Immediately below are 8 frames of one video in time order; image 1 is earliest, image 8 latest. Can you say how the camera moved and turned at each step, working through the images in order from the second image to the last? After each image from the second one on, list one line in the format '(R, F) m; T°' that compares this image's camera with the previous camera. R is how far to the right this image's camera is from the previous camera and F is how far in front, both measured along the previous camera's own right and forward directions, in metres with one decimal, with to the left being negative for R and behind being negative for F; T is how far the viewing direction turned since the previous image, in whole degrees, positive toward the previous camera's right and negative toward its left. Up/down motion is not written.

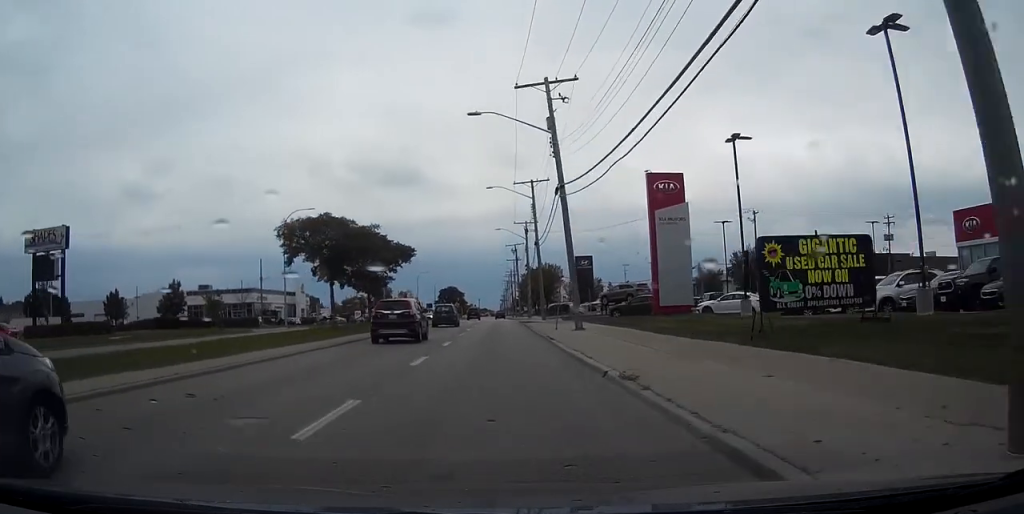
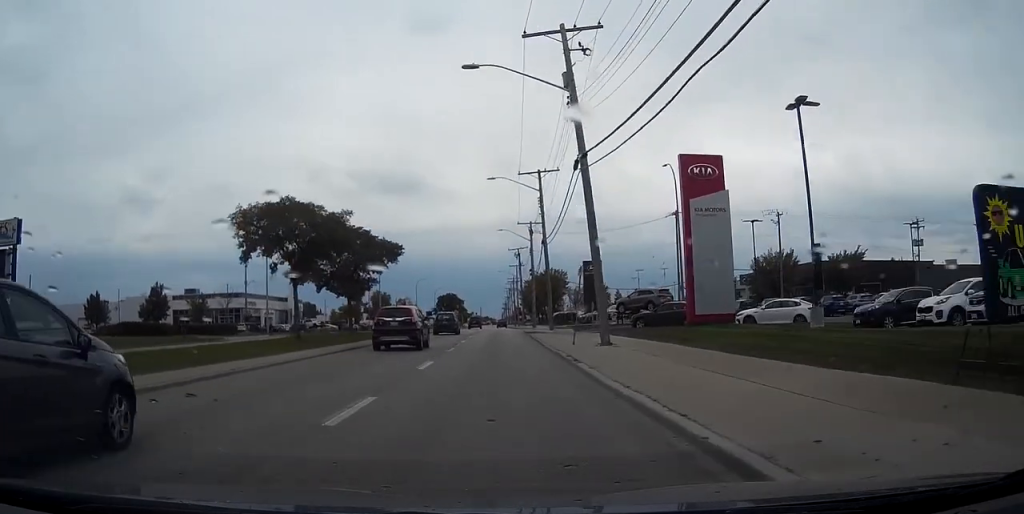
(0.0, +7.8) m; 0°
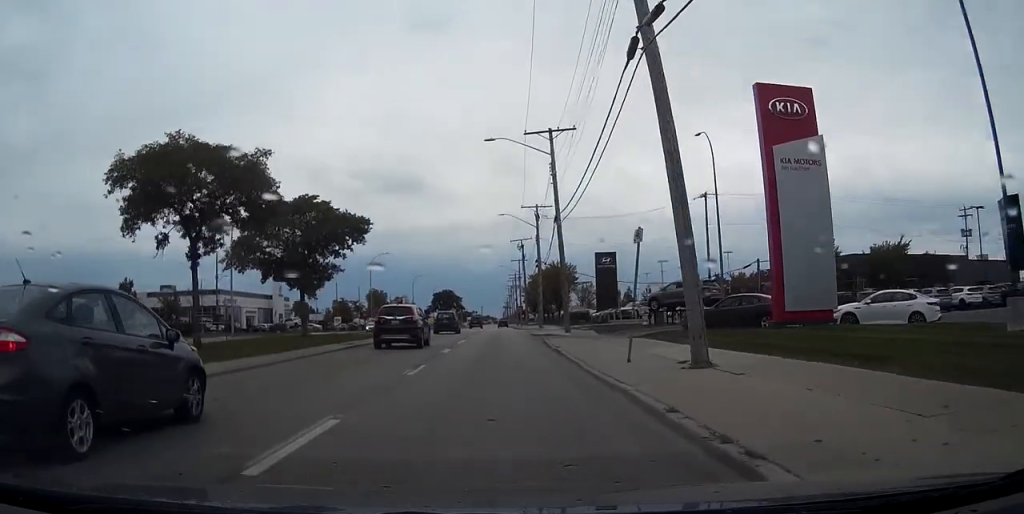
(0.0, +11.5) m; 0°
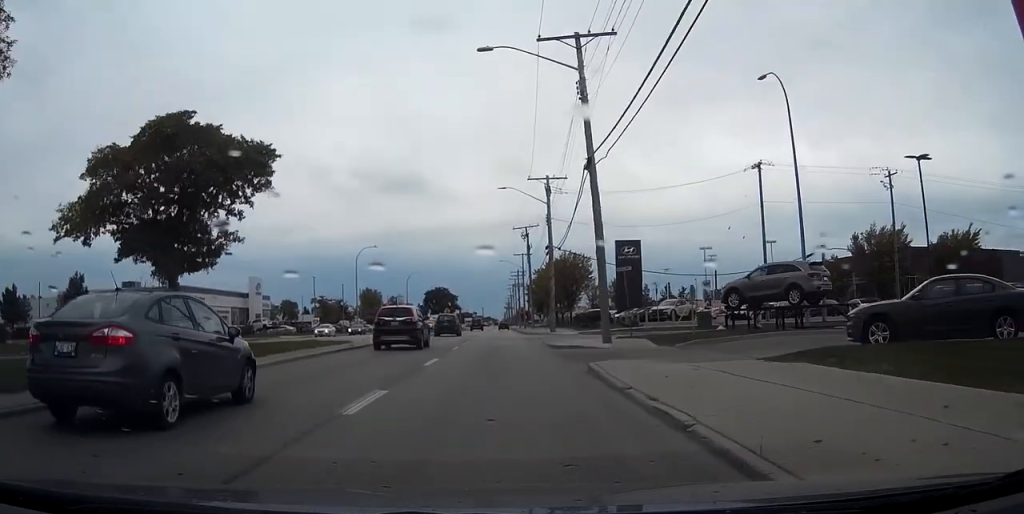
(0.0, +14.7) m; 0°
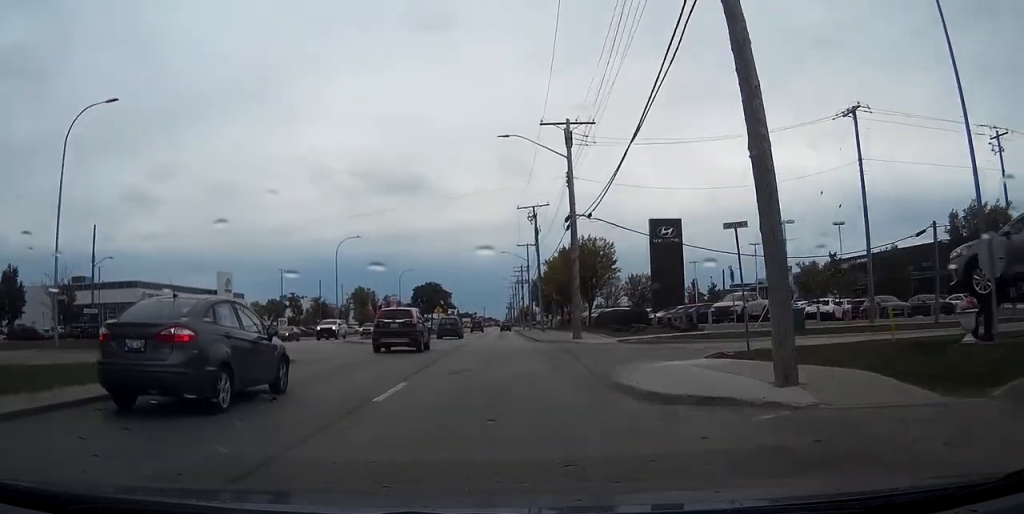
(+0.1, +16.2) m; 0°
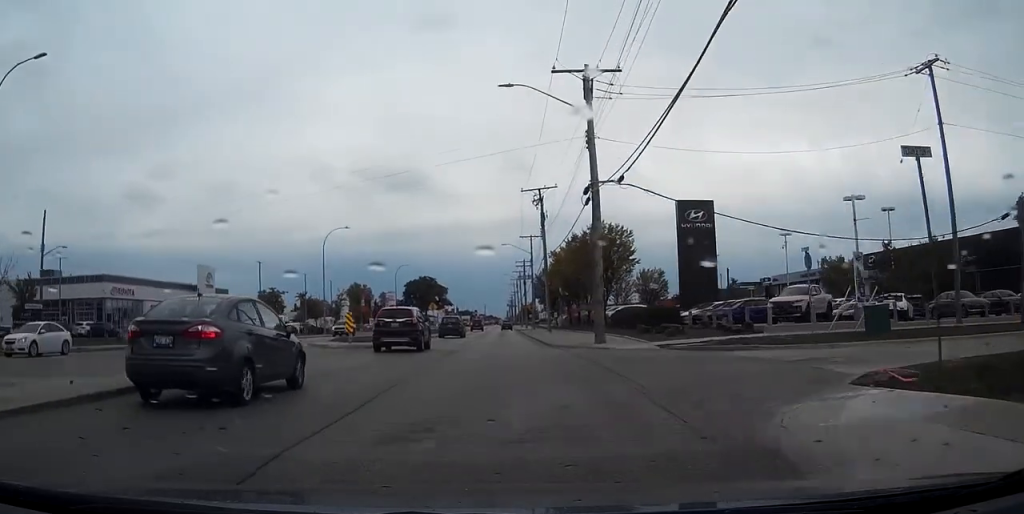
(0.0, +8.6) m; 0°
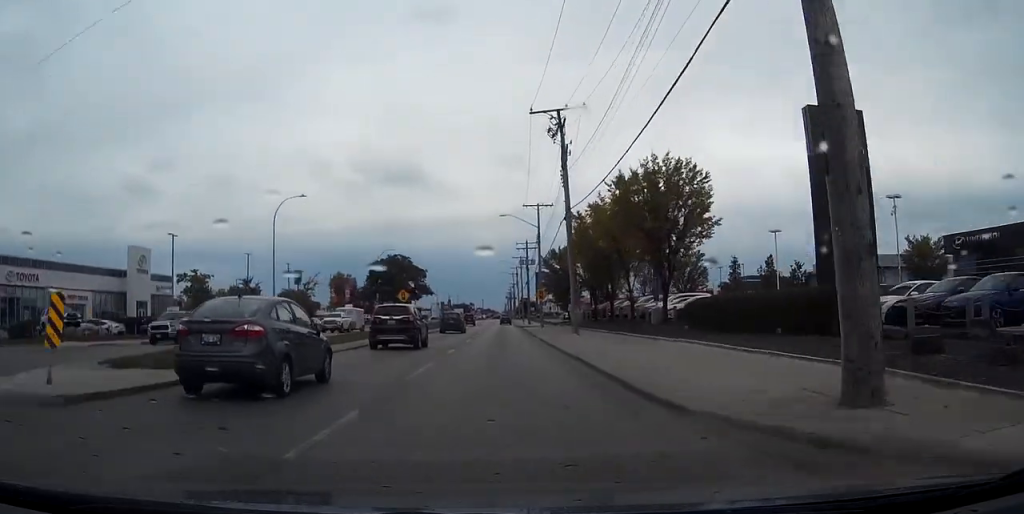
(+0.1, +21.7) m; +1°
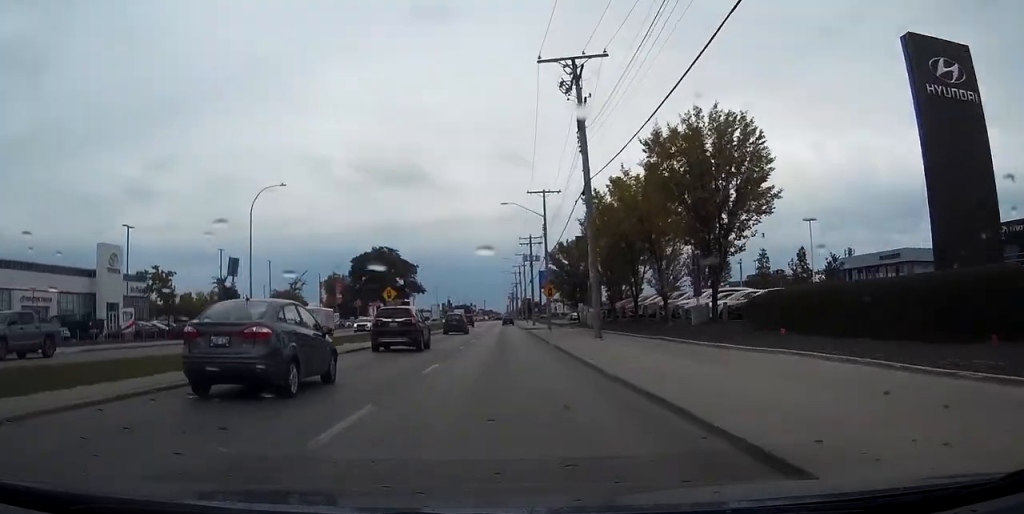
(0.0, +8.2) m; 0°
